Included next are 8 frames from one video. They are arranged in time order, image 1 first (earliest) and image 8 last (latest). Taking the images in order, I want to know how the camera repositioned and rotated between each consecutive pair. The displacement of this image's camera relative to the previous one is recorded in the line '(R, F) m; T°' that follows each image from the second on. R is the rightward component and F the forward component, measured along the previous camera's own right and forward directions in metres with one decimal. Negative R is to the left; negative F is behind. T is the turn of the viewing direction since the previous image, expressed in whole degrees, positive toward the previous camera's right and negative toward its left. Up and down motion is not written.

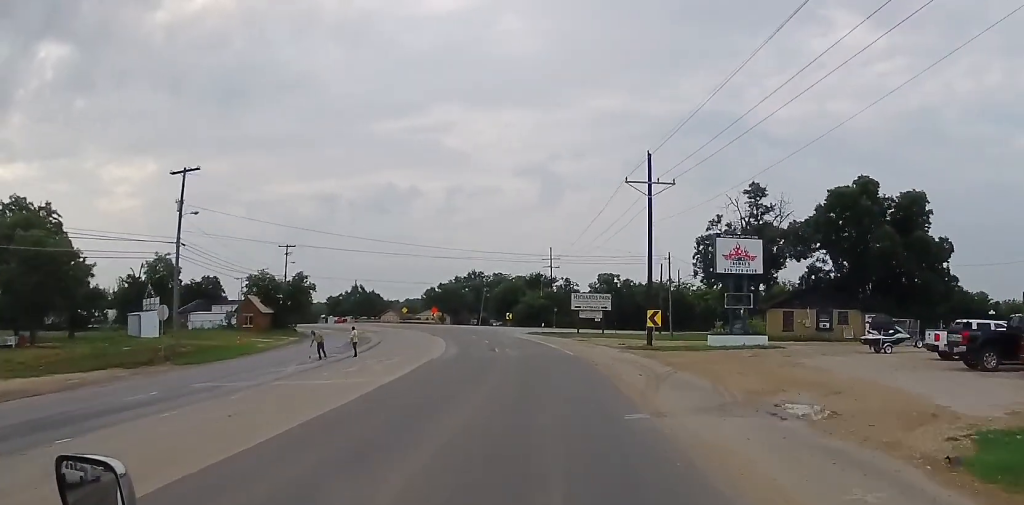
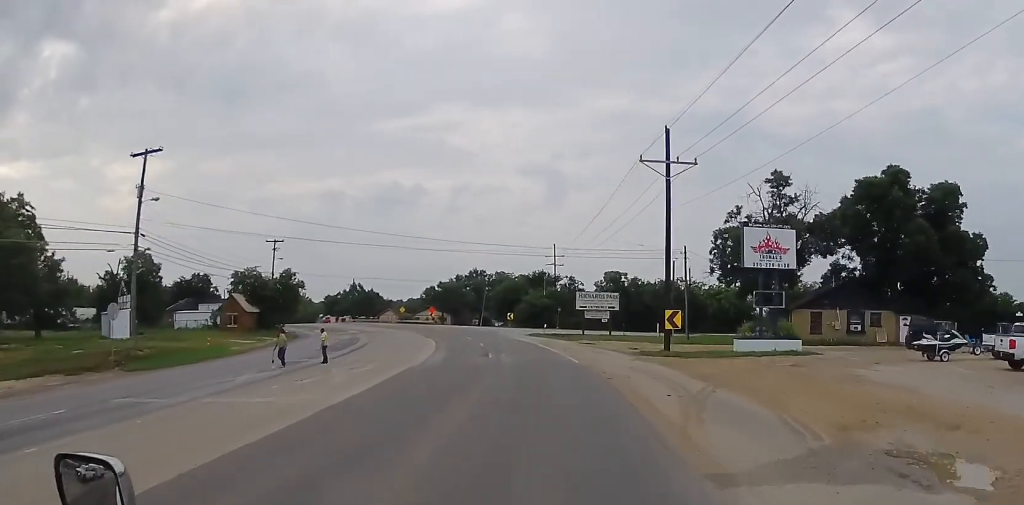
(+0.2, +5.3) m; +1°
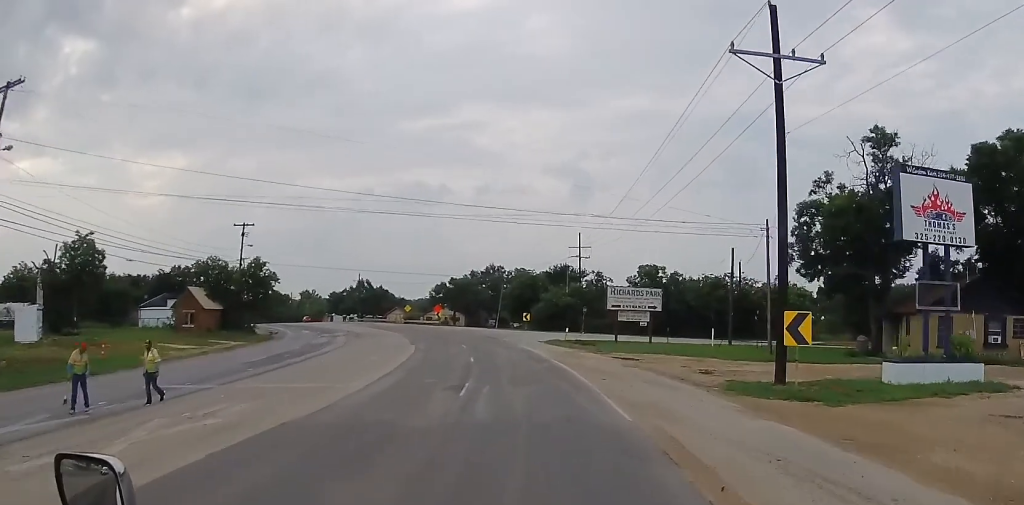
(-0.7, +15.1) m; -6°
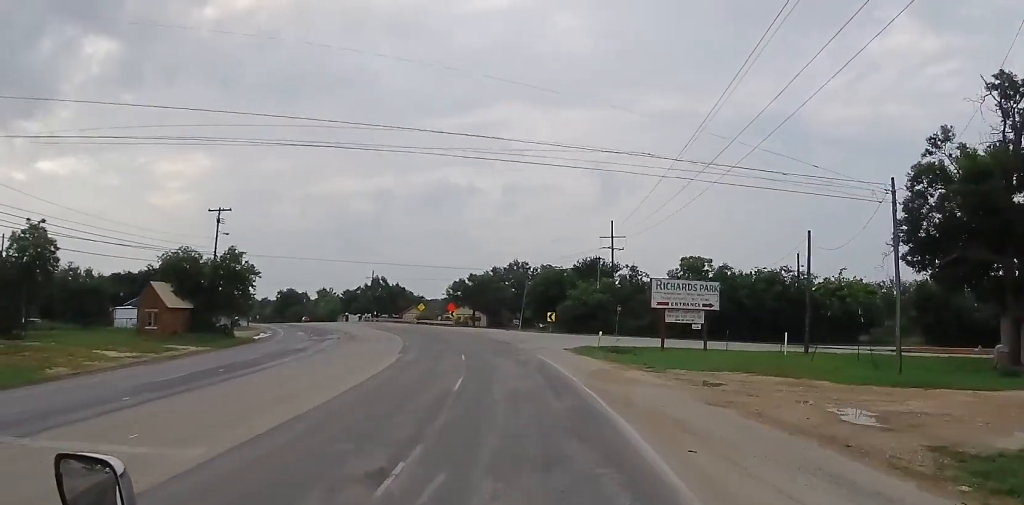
(-0.3, +11.5) m; -1°
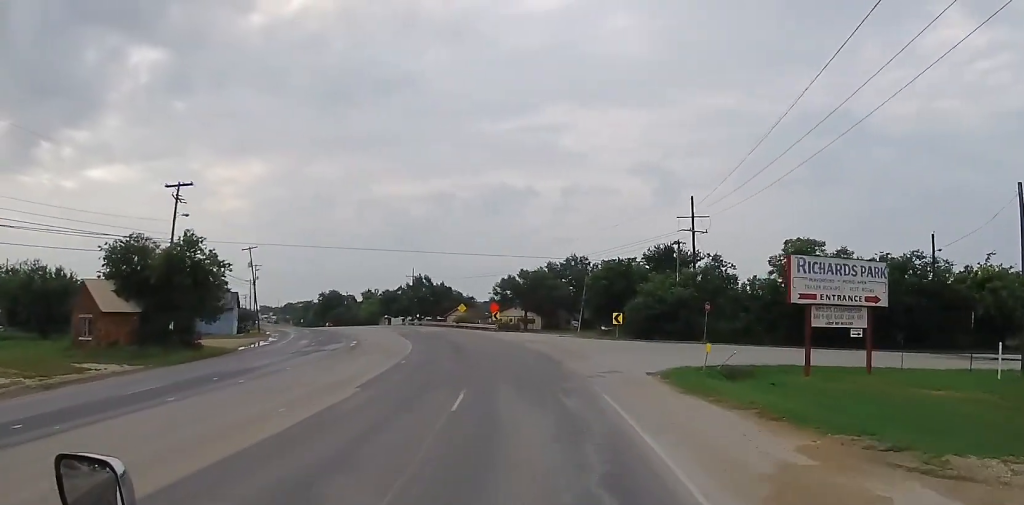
(-0.4, +17.0) m; -4°
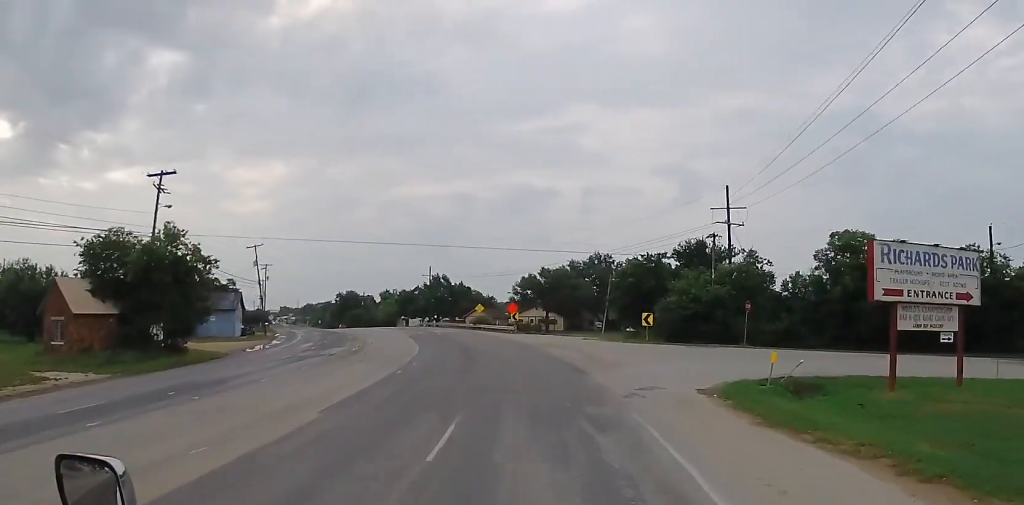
(-0.1, +5.3) m; -1°
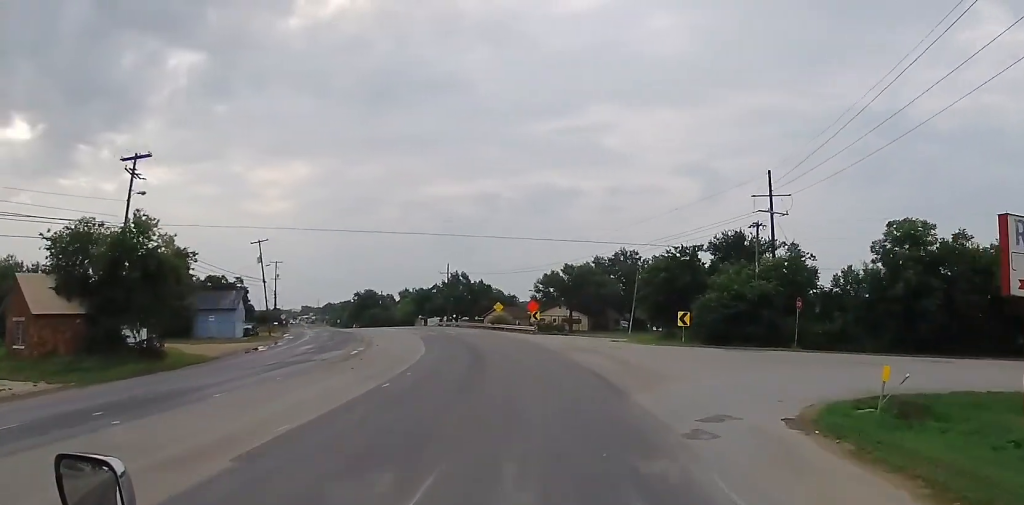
(-0.1, +5.8) m; -2°
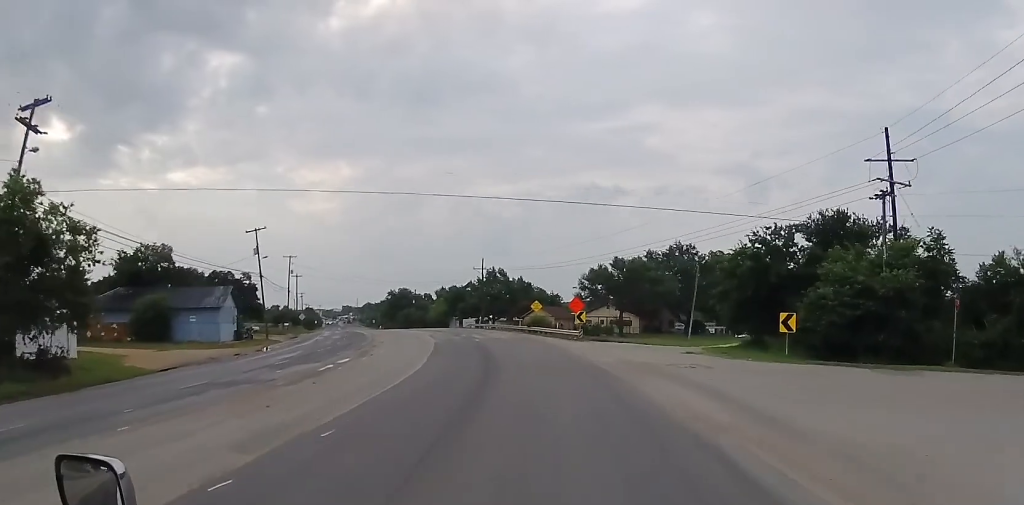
(-0.6, +13.8) m; -5°
